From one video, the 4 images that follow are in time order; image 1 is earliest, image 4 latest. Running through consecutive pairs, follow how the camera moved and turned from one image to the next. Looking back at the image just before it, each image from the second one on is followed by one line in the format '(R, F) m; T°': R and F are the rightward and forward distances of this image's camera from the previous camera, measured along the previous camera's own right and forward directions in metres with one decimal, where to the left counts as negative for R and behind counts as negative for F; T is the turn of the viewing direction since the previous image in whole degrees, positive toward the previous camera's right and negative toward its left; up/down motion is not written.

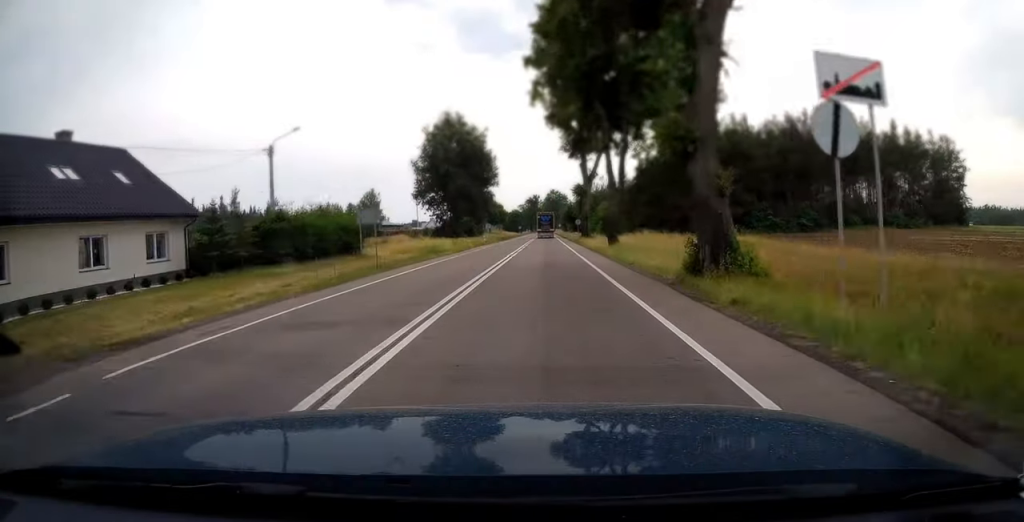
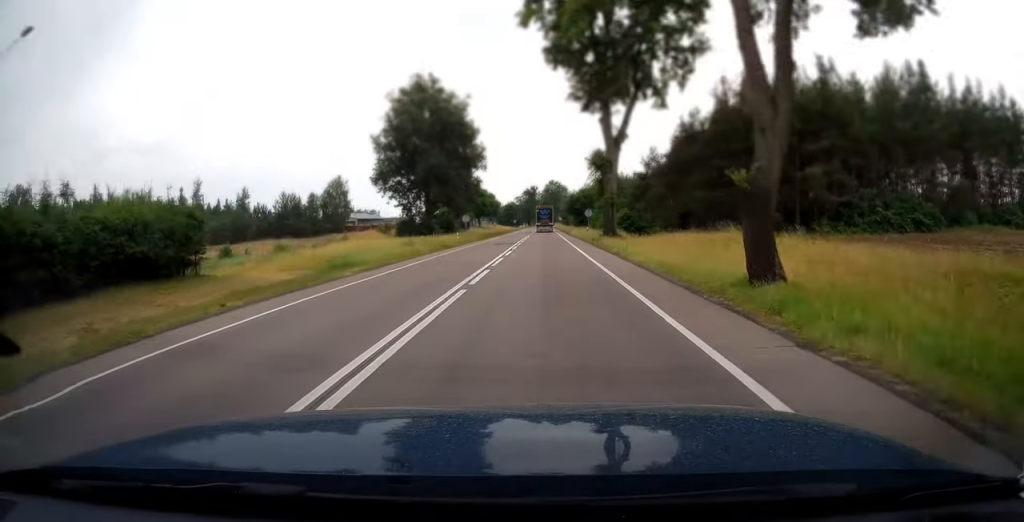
(-0.1, +22.4) m; 0°
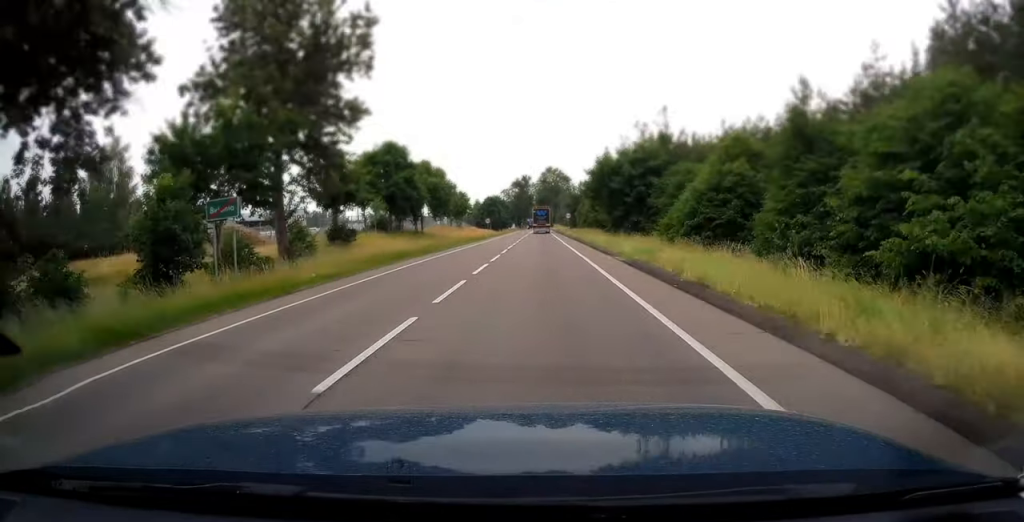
(-0.2, +67.9) m; 0°
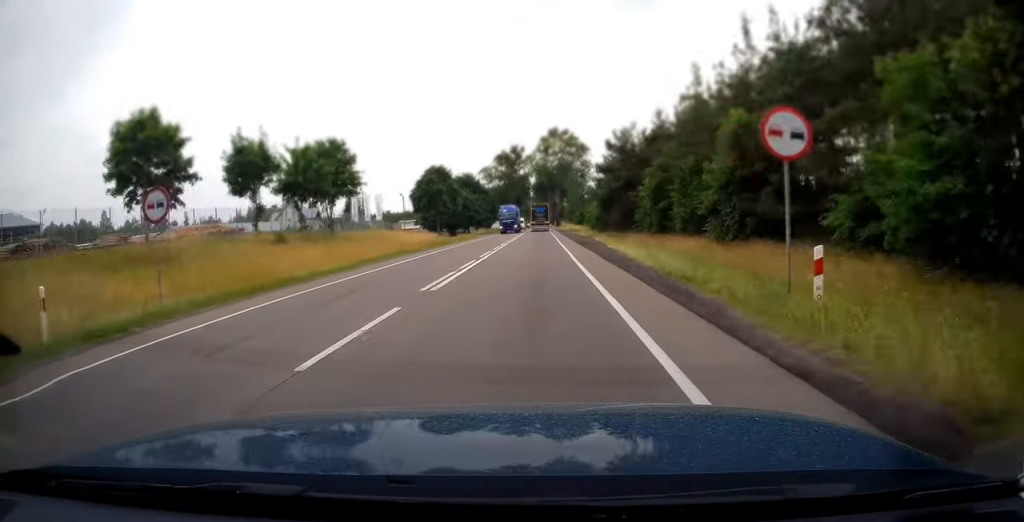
(0.0, +78.7) m; 0°
